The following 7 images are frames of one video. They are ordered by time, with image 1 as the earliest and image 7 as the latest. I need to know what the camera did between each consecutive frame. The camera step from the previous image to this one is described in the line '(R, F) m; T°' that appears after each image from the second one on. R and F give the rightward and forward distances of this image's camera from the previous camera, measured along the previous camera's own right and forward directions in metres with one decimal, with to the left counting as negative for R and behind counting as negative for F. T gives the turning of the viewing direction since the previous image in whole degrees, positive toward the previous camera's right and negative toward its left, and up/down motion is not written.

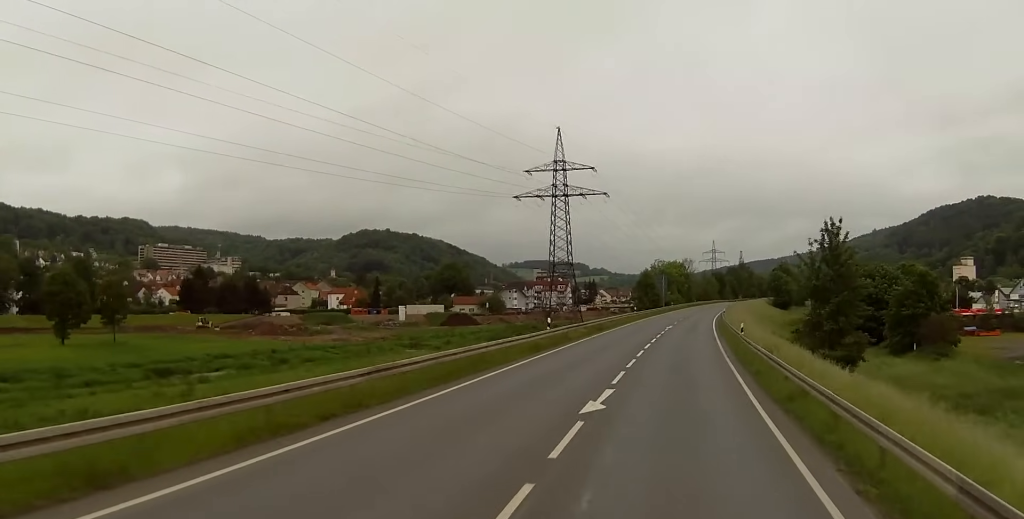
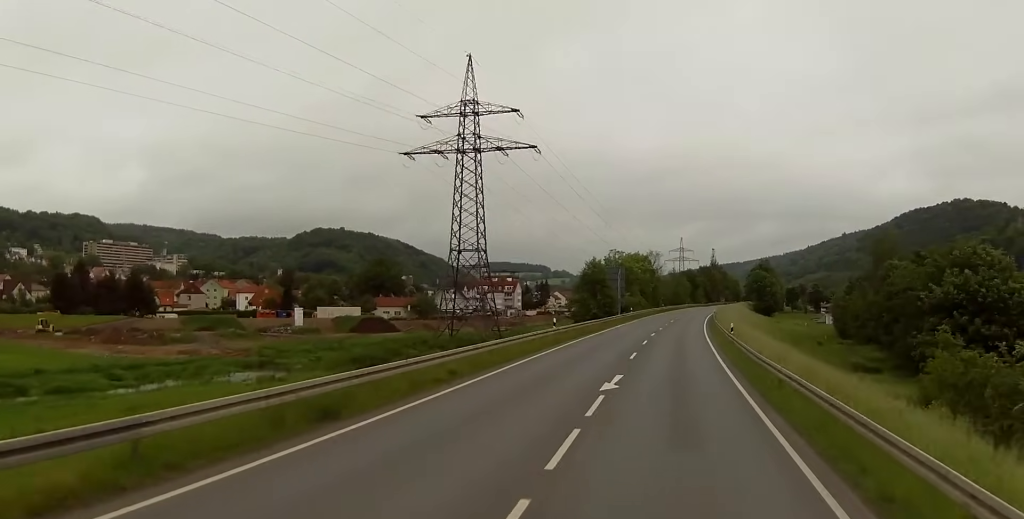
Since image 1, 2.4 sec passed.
(+1.4, +48.4) m; +2°
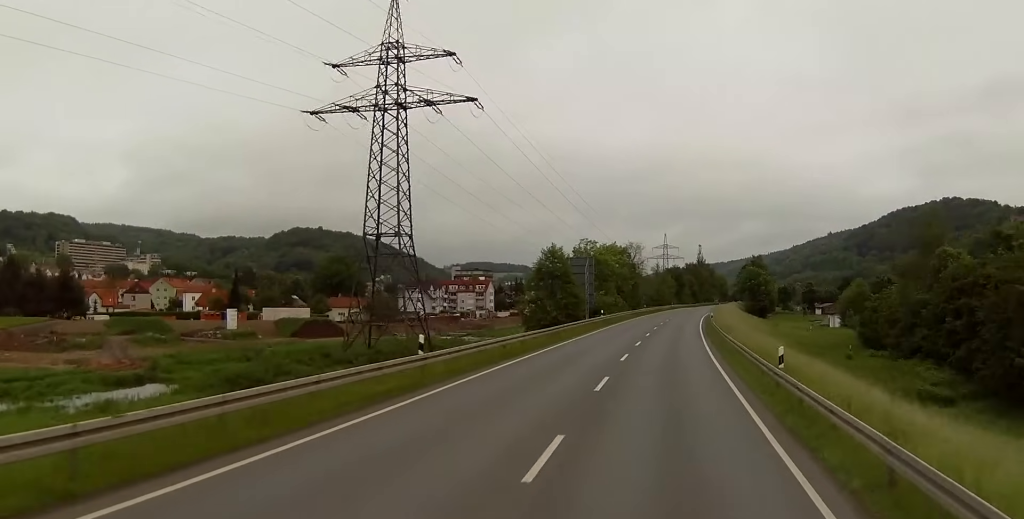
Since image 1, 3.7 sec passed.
(0.0, +24.9) m; +1°
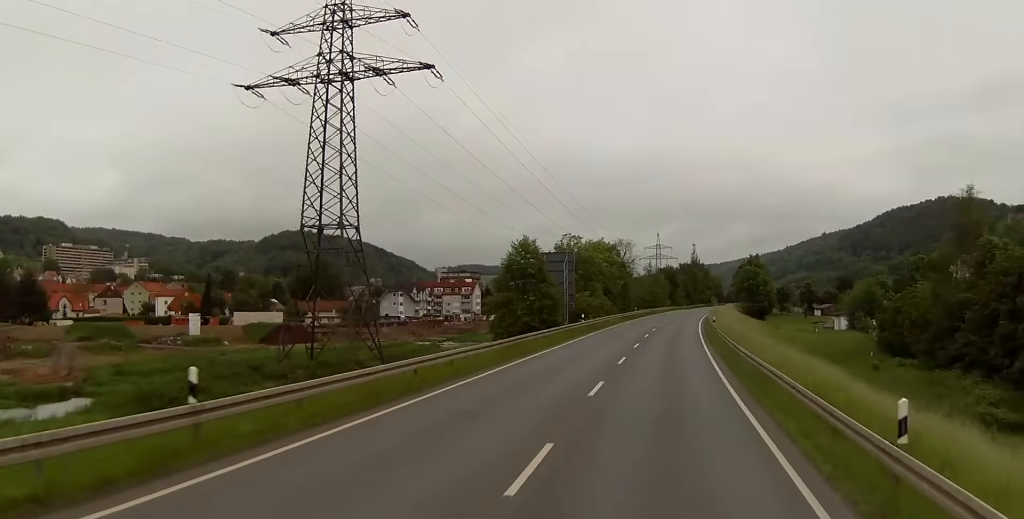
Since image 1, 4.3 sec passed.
(0.0, +12.4) m; +1°
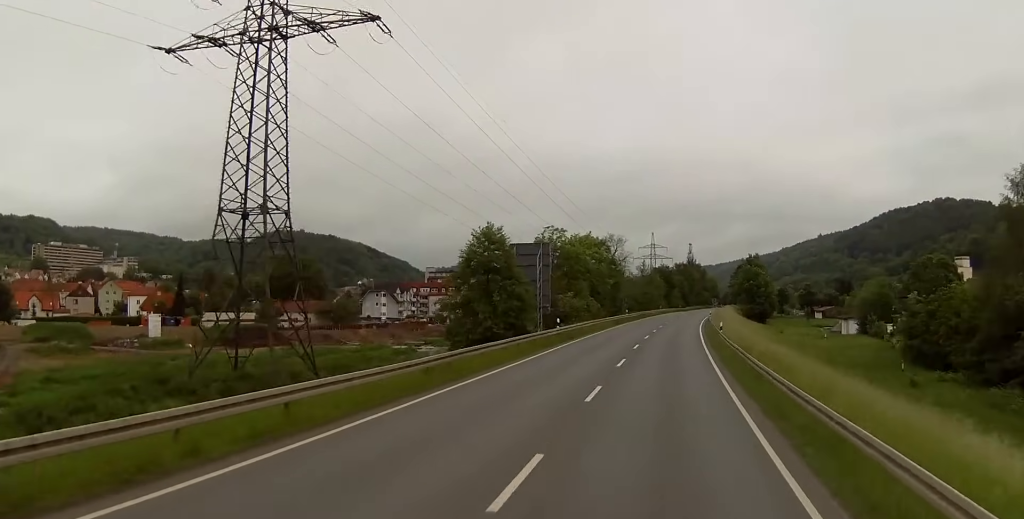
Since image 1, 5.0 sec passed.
(+0.3, +12.4) m; +1°
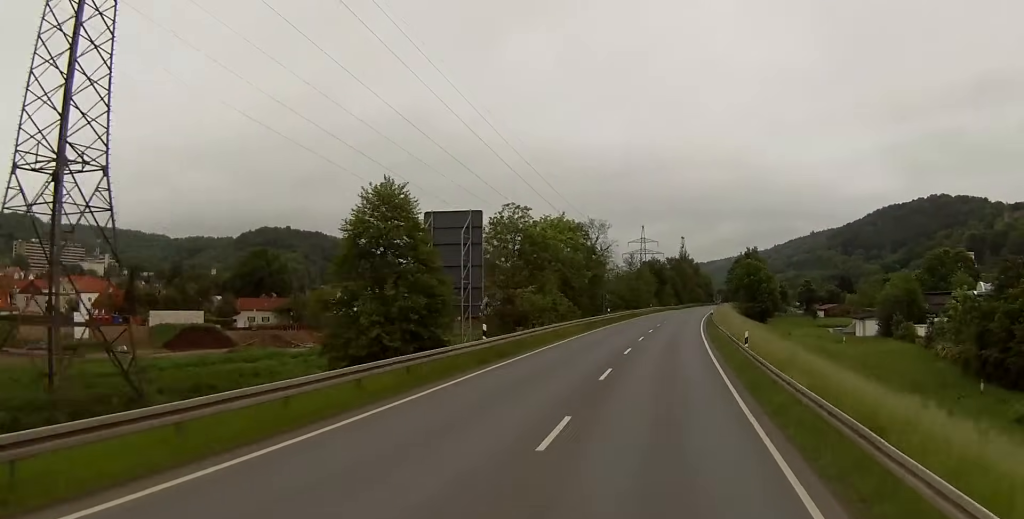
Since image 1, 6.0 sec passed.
(+0.1, +19.7) m; 0°
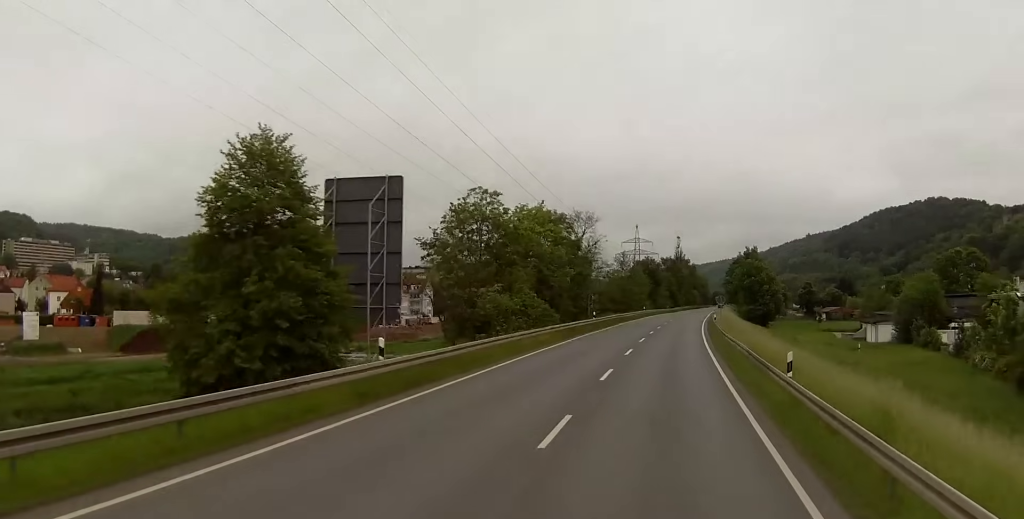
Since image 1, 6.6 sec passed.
(0.0, +11.8) m; 0°
